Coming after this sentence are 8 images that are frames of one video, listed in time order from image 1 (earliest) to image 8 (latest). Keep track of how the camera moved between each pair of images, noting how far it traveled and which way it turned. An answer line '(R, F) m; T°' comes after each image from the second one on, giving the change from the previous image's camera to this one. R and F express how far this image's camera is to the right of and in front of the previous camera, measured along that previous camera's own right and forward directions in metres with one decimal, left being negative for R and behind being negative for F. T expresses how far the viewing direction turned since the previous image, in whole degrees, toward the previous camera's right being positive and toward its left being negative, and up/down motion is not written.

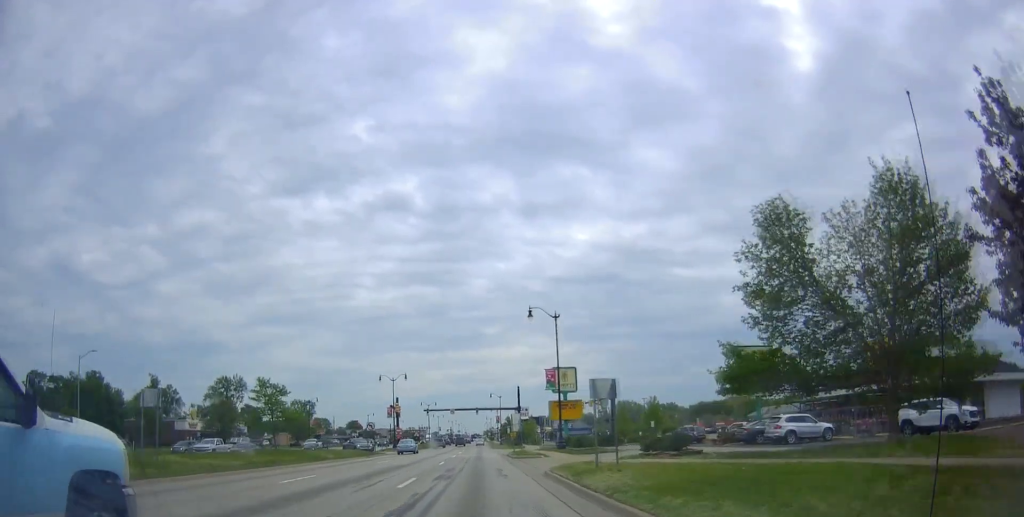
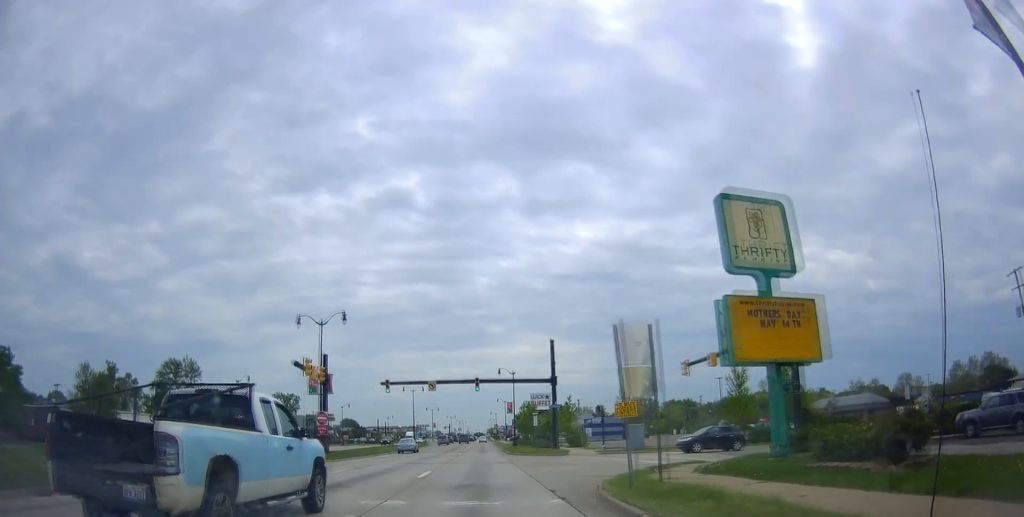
(+0.4, +40.8) m; 0°
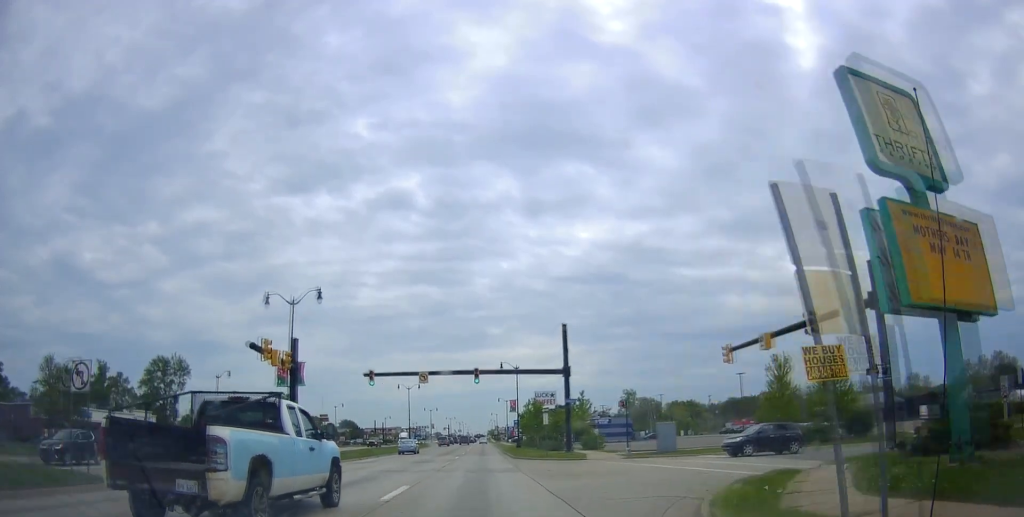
(+0.1, +7.4) m; -1°
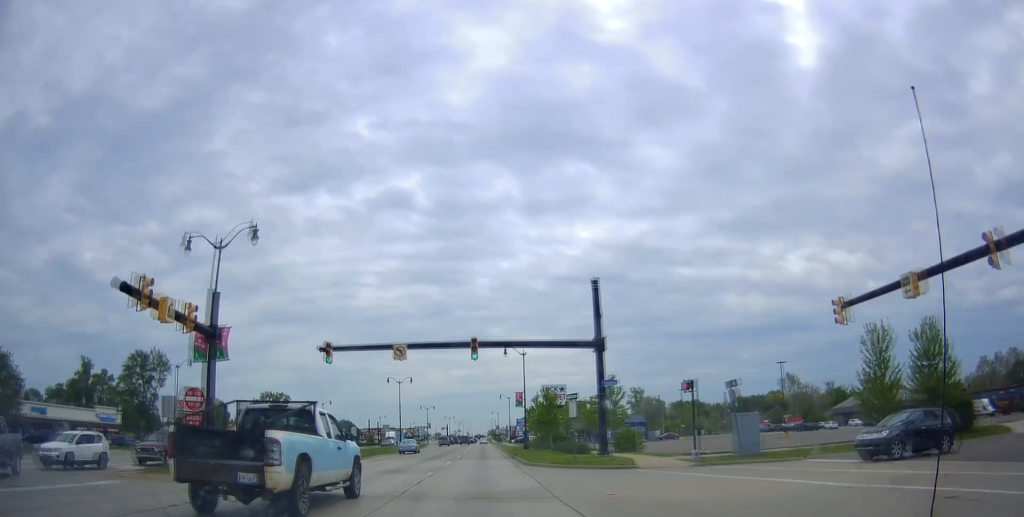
(-0.6, +12.1) m; 0°
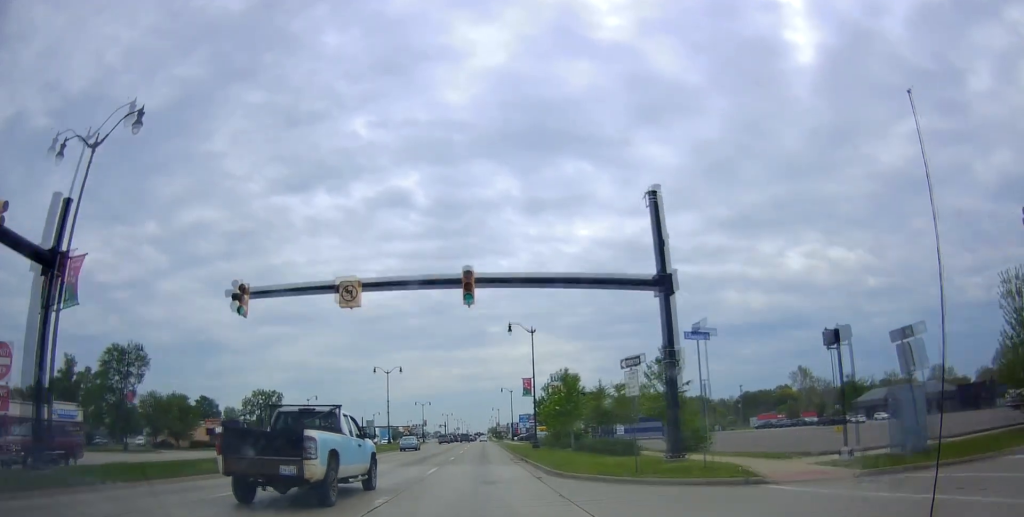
(+0.2, +11.6) m; 0°
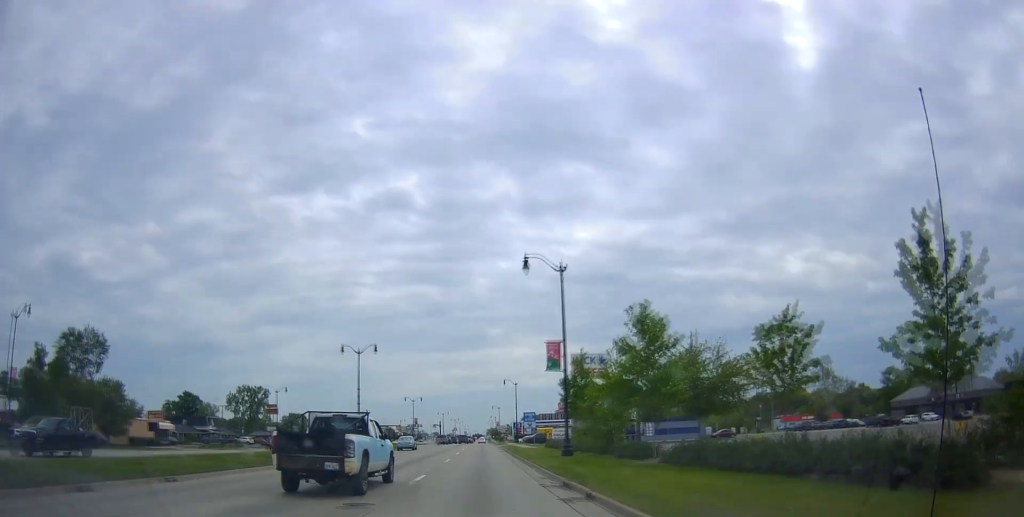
(0.0, +19.4) m; 0°
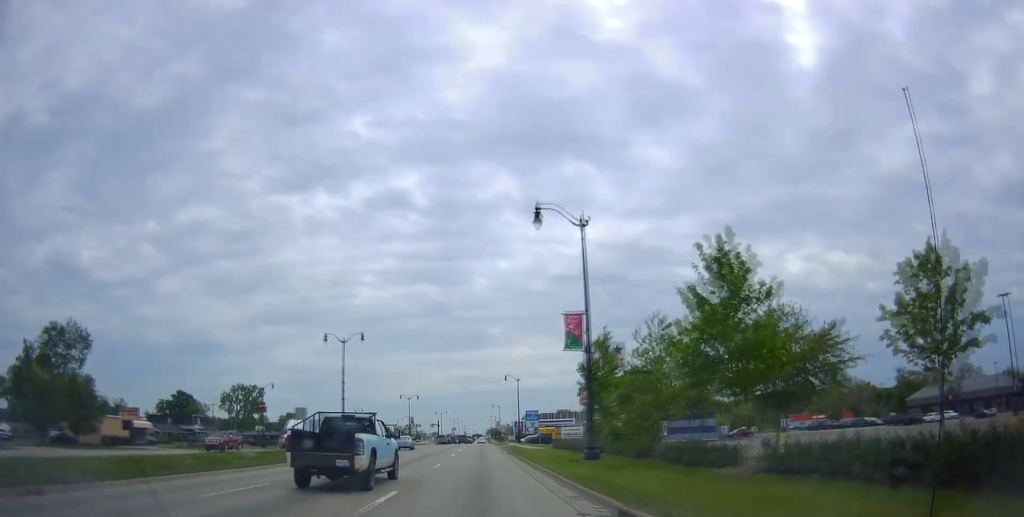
(-0.3, +7.1) m; 0°
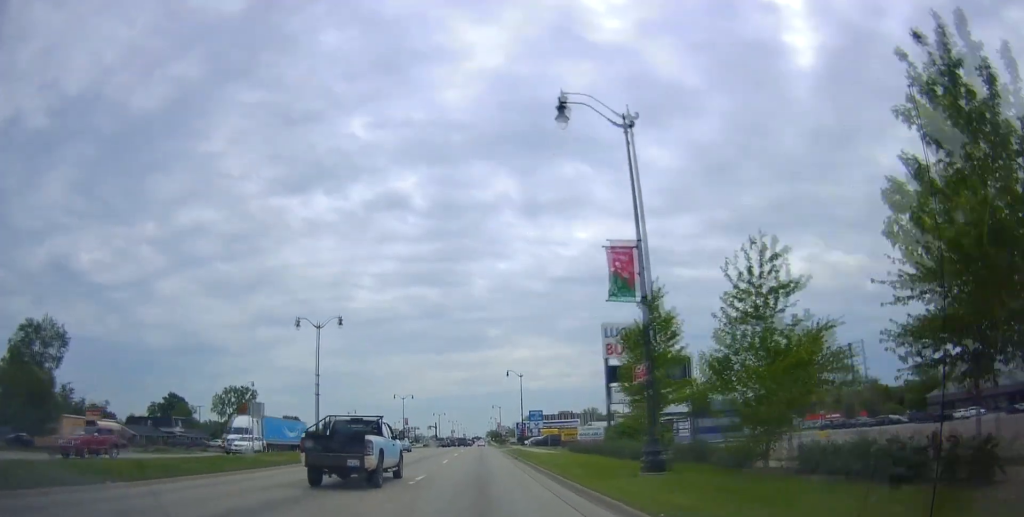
(+0.3, +8.9) m; +1°
